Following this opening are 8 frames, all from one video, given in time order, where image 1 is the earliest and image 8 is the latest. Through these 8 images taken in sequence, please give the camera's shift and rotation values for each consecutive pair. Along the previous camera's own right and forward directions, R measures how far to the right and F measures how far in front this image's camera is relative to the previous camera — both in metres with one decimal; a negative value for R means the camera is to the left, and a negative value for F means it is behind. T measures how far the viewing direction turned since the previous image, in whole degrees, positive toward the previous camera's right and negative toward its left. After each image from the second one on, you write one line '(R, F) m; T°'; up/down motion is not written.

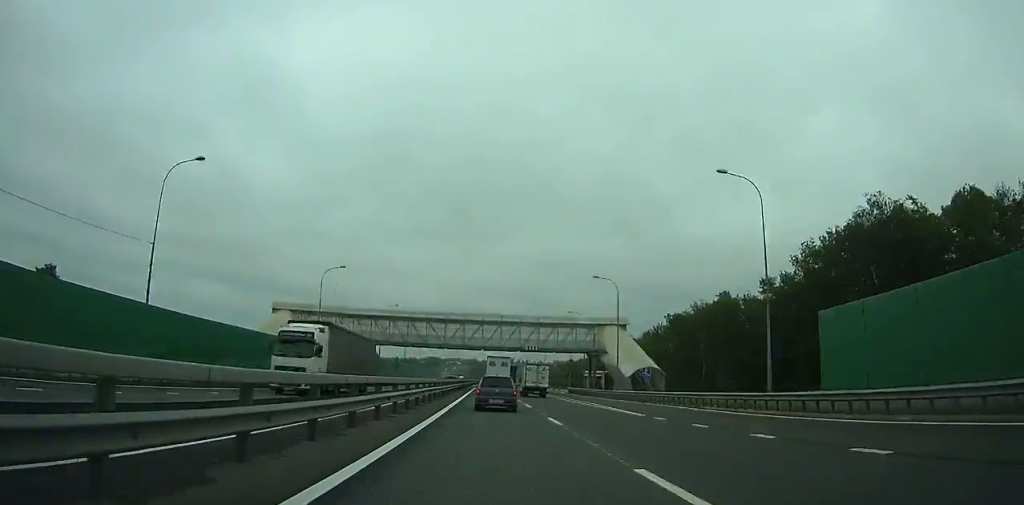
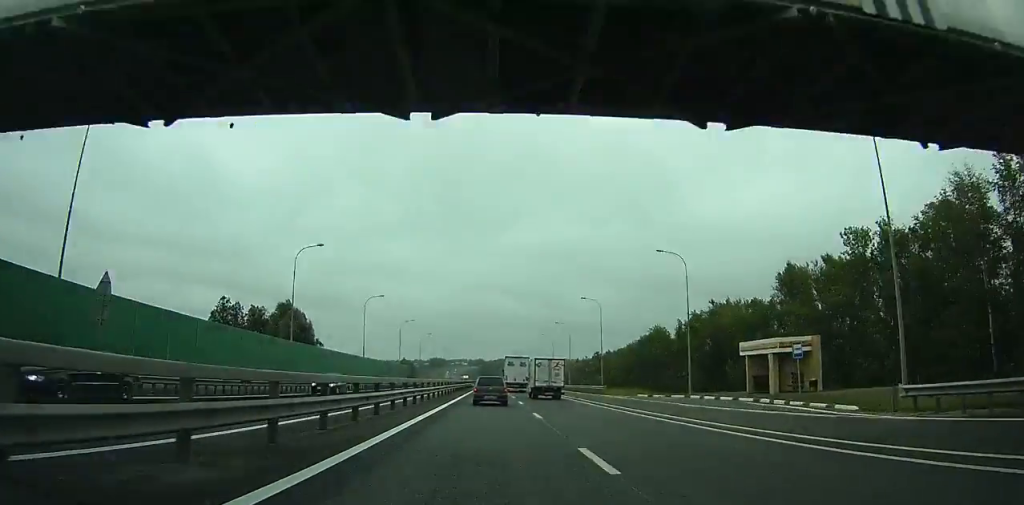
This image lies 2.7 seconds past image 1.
(-2.4, +71.9) m; -3°
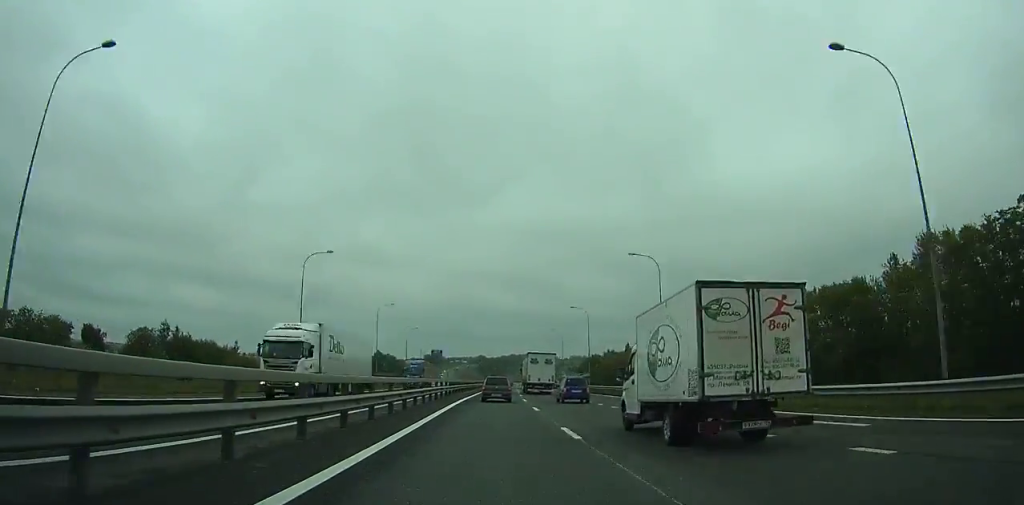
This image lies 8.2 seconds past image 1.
(-2.1, +148.1) m; 0°
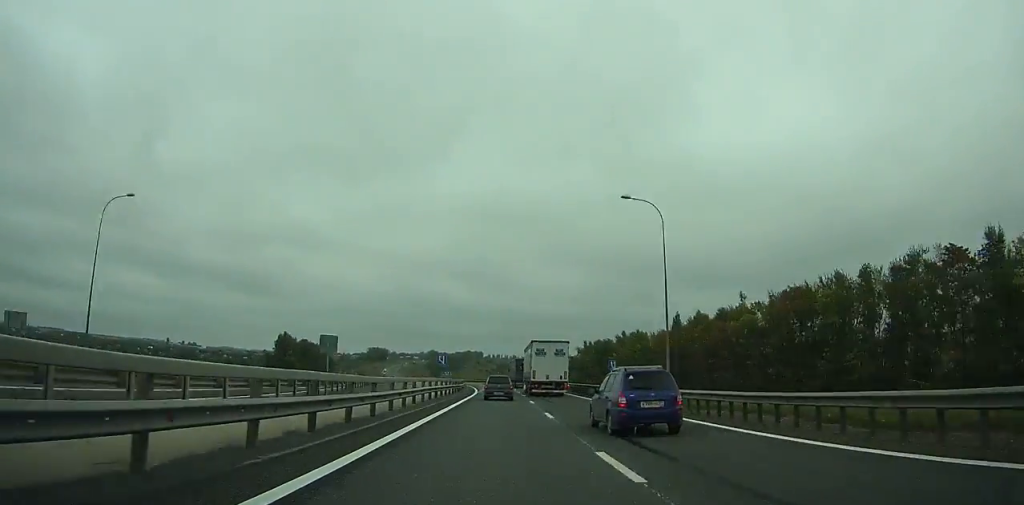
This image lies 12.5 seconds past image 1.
(+2.7, +125.5) m; +3°
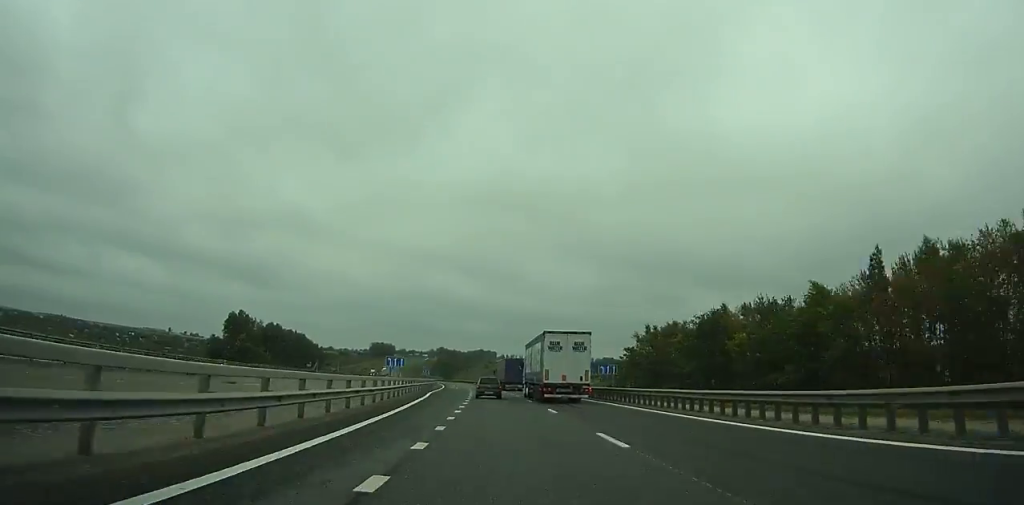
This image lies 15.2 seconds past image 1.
(+1.1, +82.8) m; 0°
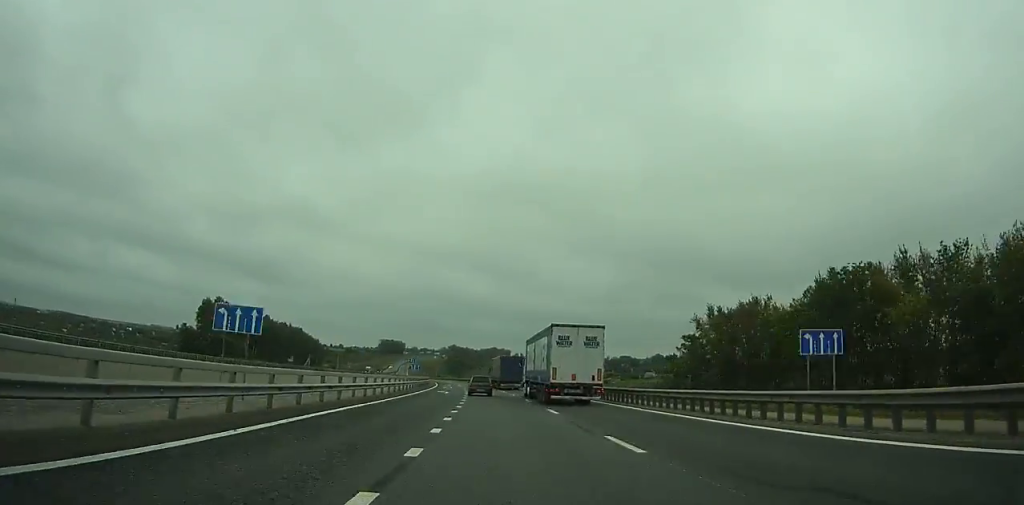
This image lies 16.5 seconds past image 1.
(0.0, +40.0) m; -1°
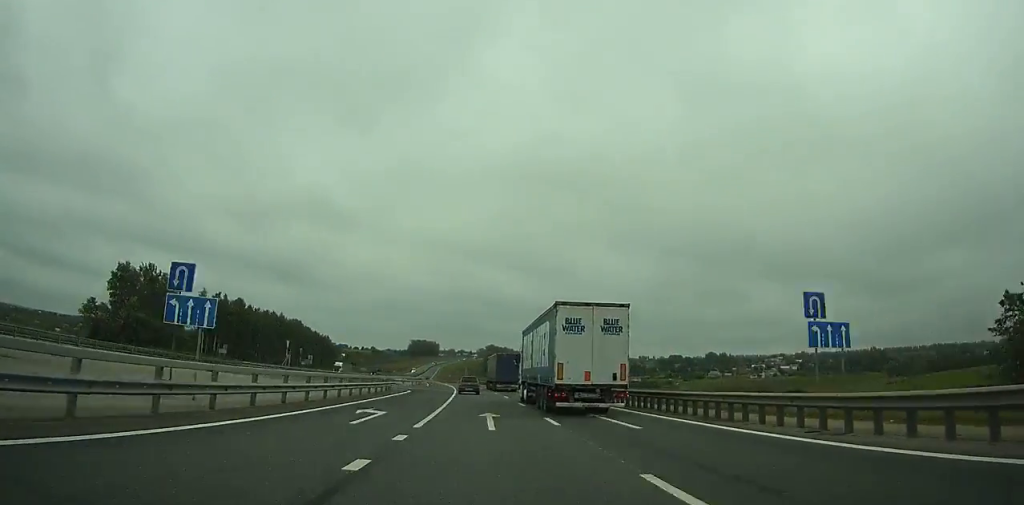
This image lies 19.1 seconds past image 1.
(-1.3, +79.8) m; -4°
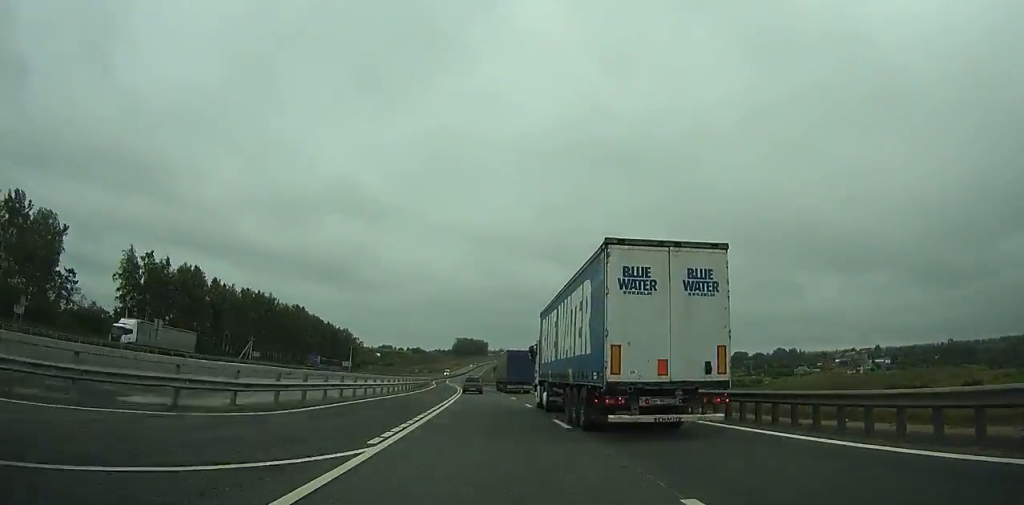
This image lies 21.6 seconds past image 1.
(-3.6, +76.3) m; -5°
